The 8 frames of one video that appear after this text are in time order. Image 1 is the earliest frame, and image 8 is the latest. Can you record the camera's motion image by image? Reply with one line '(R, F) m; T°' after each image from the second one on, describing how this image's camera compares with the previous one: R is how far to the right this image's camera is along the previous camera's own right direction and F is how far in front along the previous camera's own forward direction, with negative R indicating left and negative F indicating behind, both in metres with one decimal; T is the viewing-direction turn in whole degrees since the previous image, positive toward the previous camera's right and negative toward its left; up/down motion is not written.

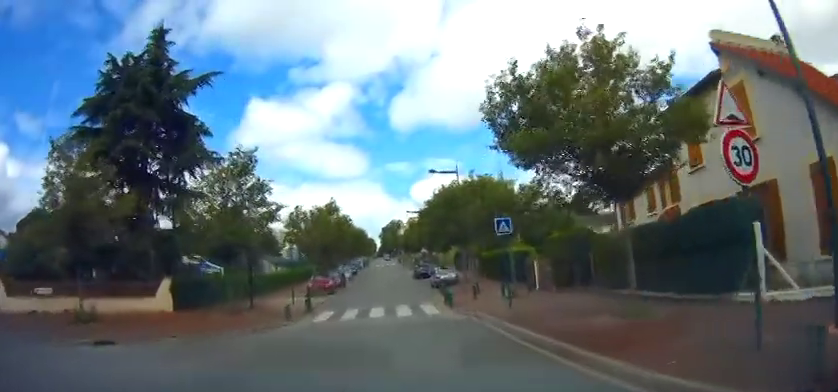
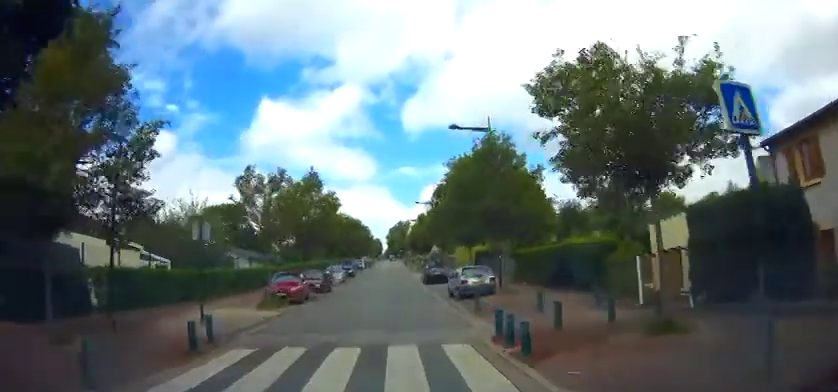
(-0.3, +10.9) m; -2°
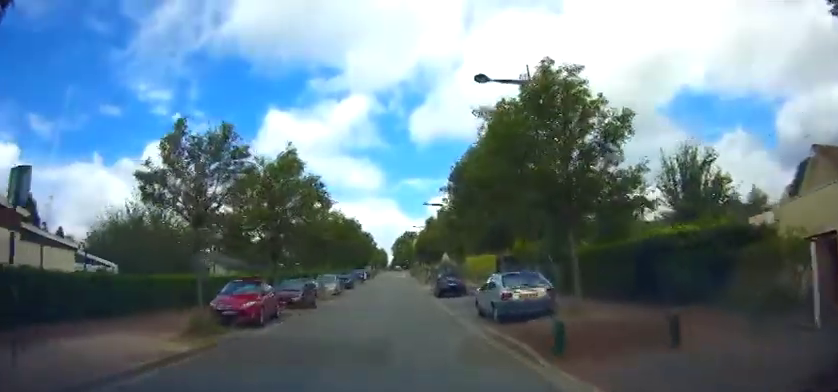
(-0.1, +7.3) m; -1°
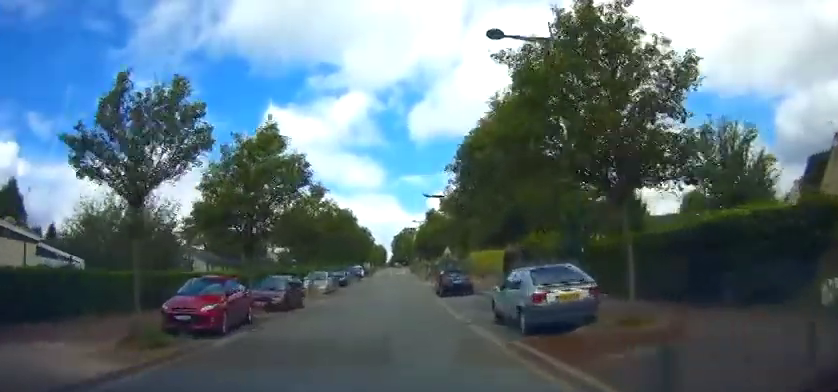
(0.0, +3.1) m; -1°
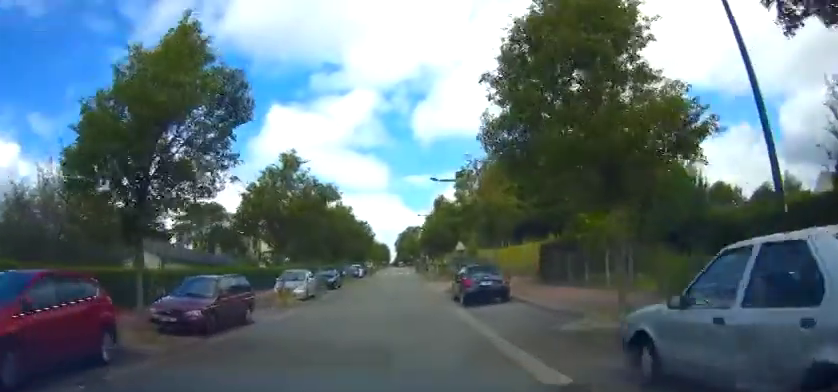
(-0.2, +8.2) m; -4°
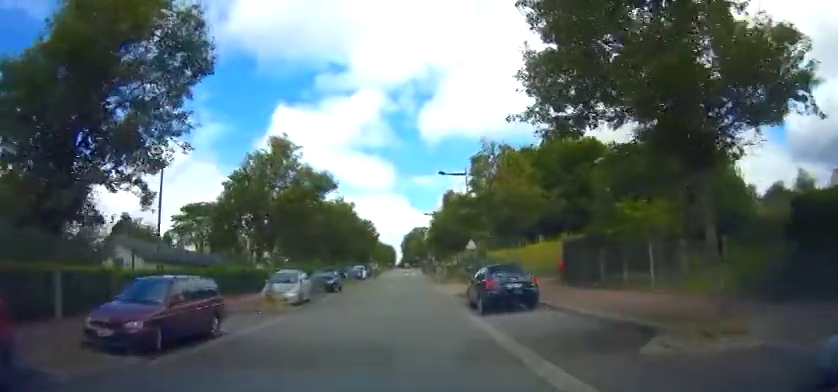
(-0.1, +3.2) m; -1°
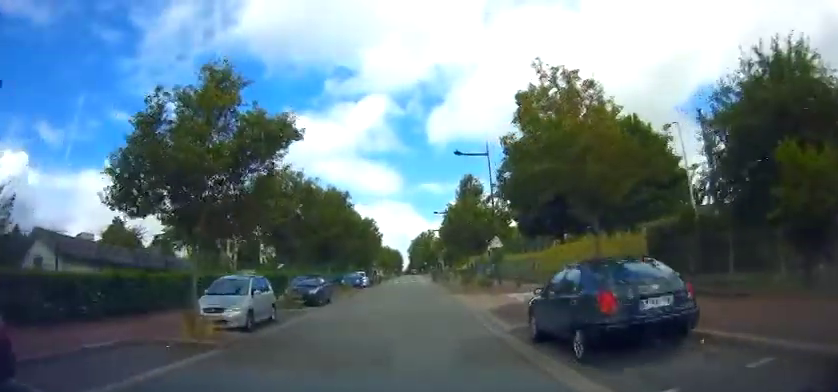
(0.0, +8.4) m; +1°
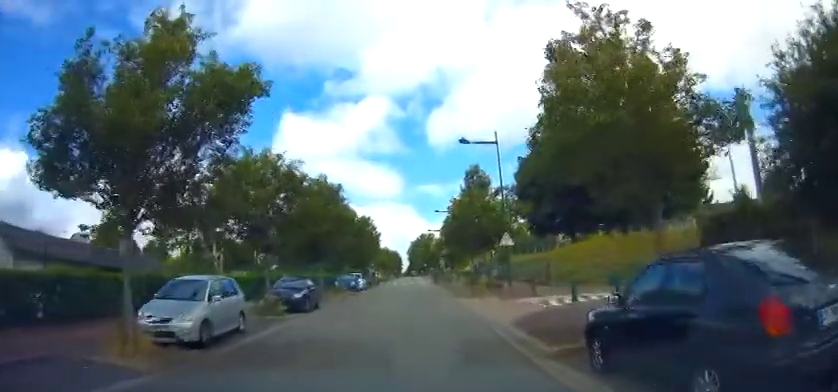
(+0.1, +3.3) m; +1°
